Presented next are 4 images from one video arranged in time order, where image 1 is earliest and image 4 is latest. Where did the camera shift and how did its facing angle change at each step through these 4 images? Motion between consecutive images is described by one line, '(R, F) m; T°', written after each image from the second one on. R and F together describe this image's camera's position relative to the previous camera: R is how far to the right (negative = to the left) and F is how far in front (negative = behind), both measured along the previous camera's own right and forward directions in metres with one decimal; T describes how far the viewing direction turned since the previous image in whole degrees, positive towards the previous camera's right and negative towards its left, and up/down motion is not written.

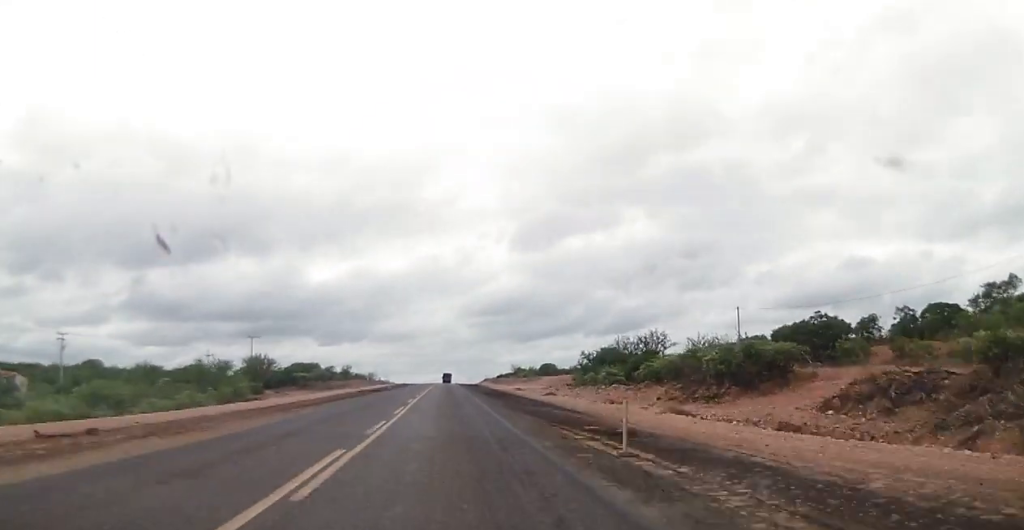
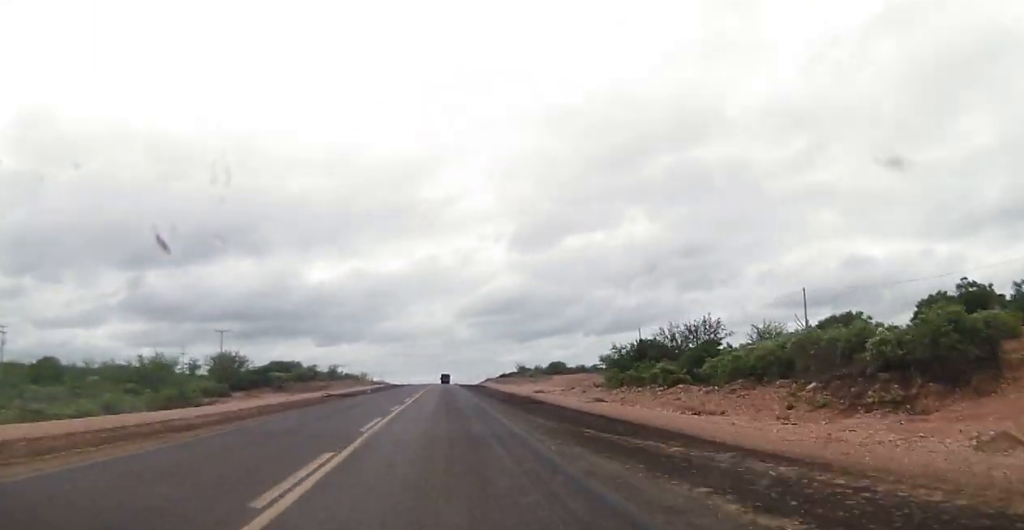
(0.0, +17.1) m; 0°
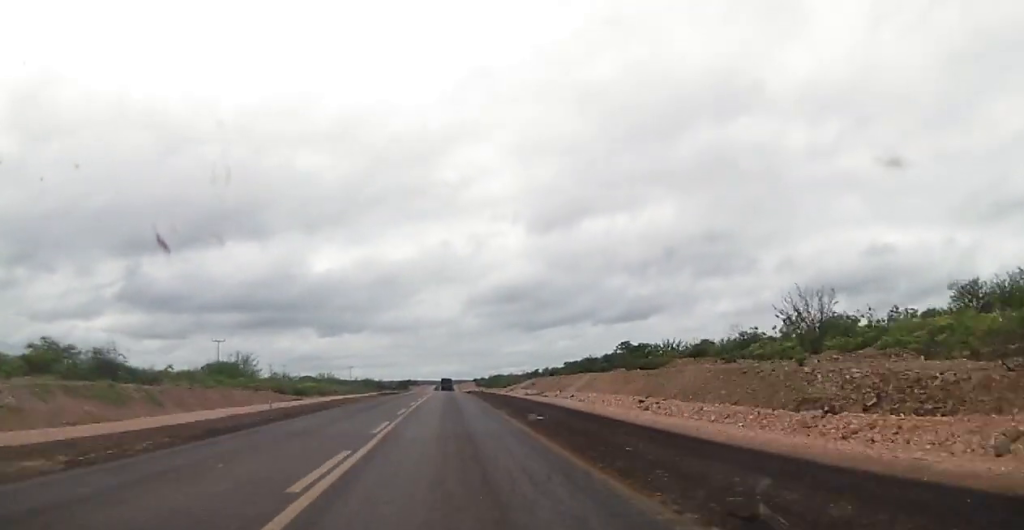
(+0.2, +138.5) m; 0°
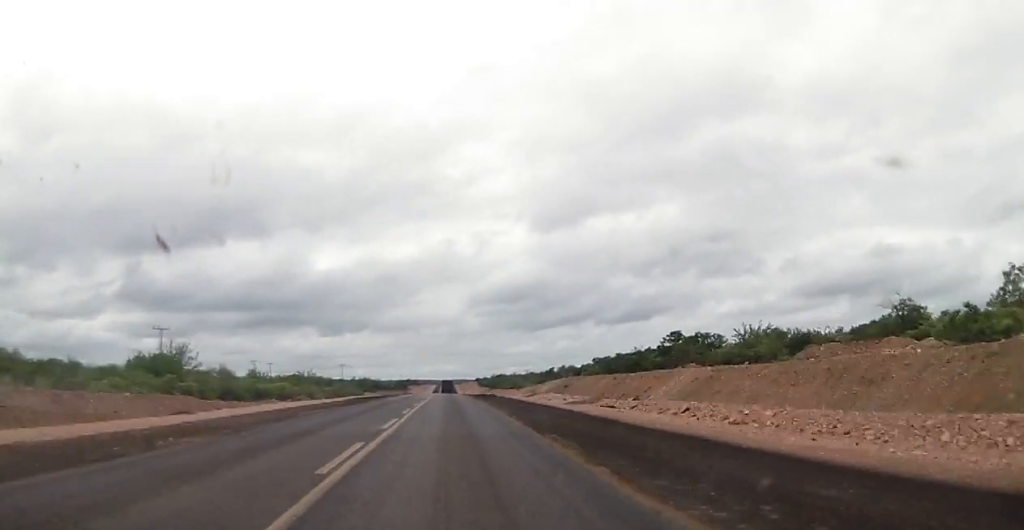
(0.0, +23.3) m; 0°
